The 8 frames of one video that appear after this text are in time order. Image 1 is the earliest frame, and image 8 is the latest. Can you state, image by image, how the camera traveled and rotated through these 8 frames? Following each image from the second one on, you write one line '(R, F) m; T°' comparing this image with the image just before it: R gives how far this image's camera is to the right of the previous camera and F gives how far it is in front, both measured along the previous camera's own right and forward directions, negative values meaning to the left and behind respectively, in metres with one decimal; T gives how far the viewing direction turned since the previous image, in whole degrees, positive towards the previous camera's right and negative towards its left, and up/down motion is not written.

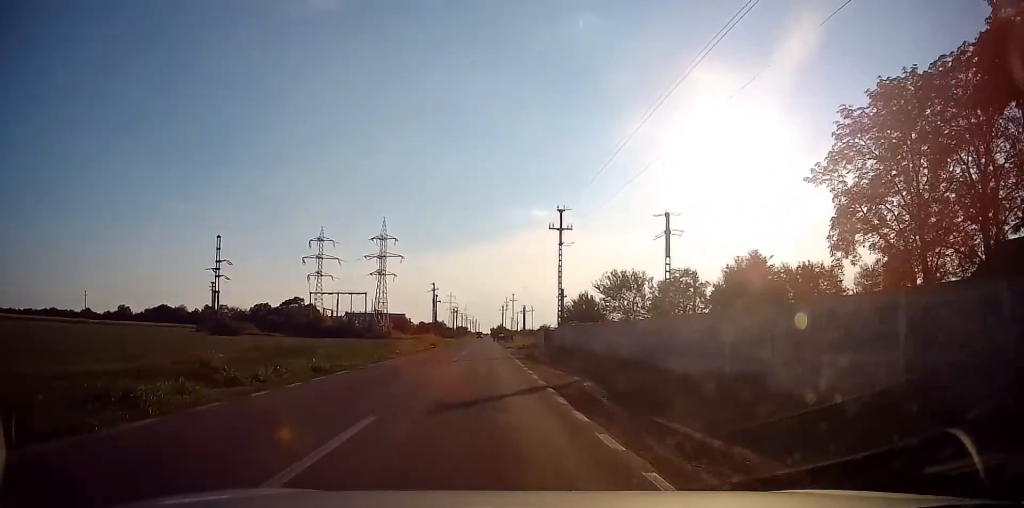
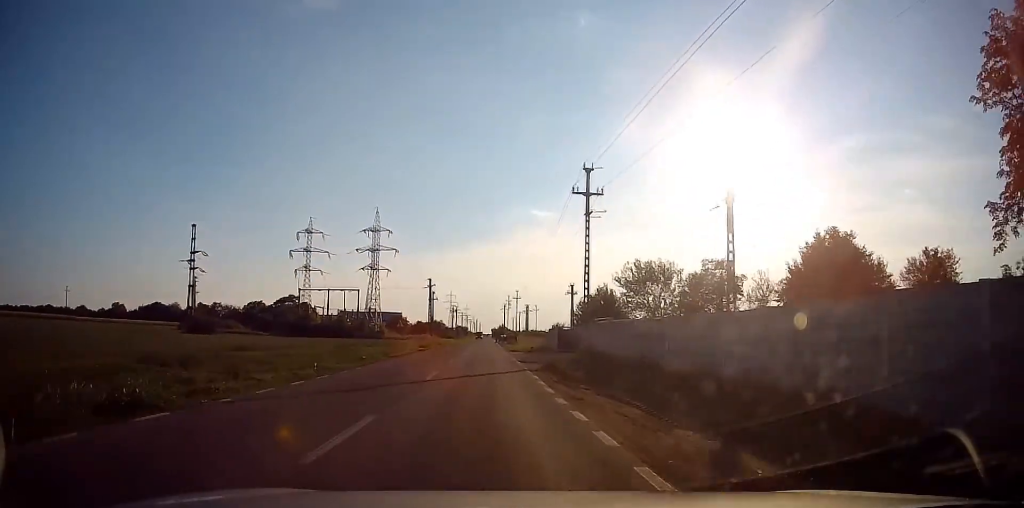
(0.0, +9.5) m; +1°
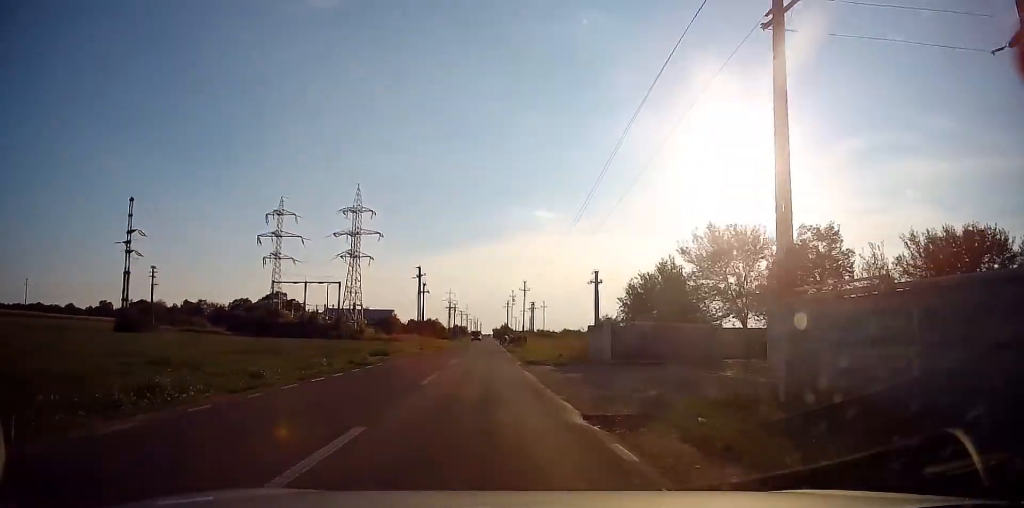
(+0.4, +18.7) m; 0°
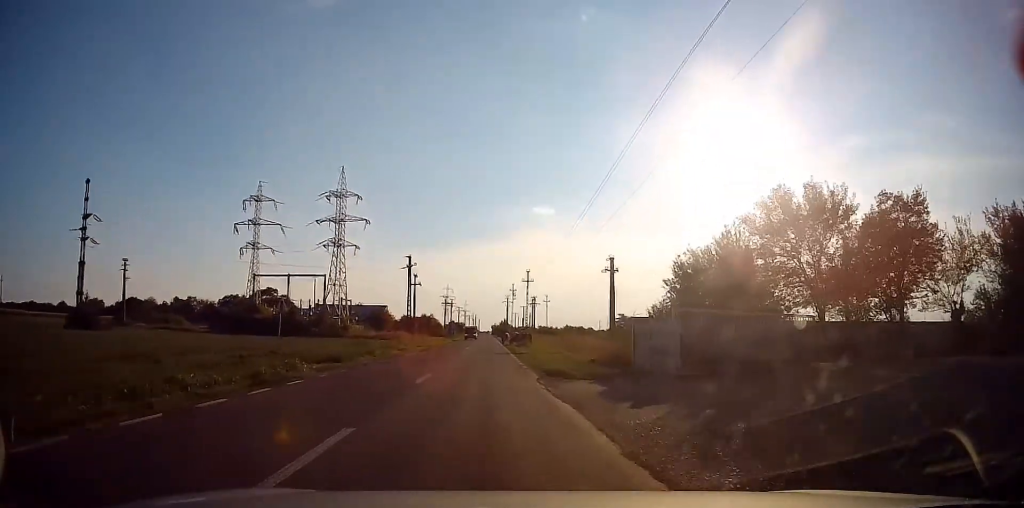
(-0.3, +9.7) m; -1°
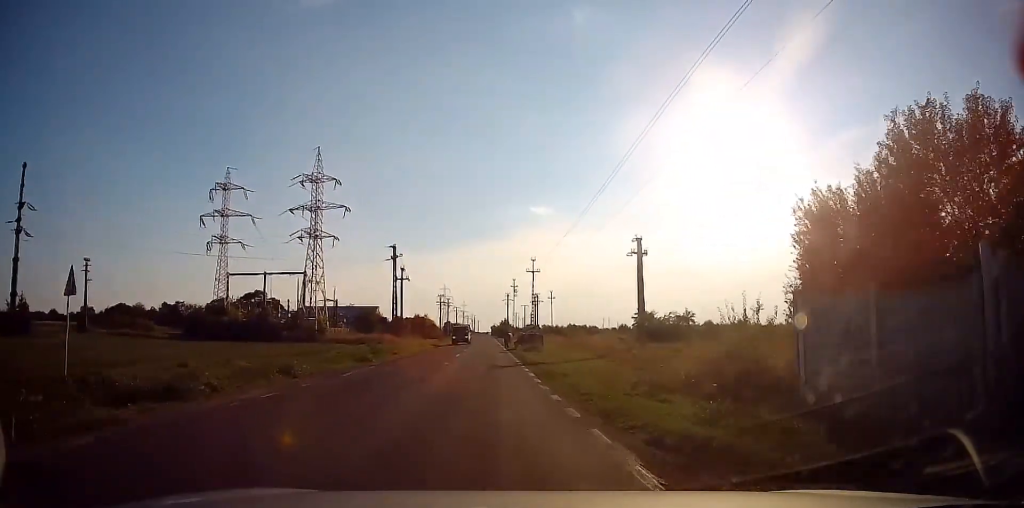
(-0.1, +11.8) m; 0°
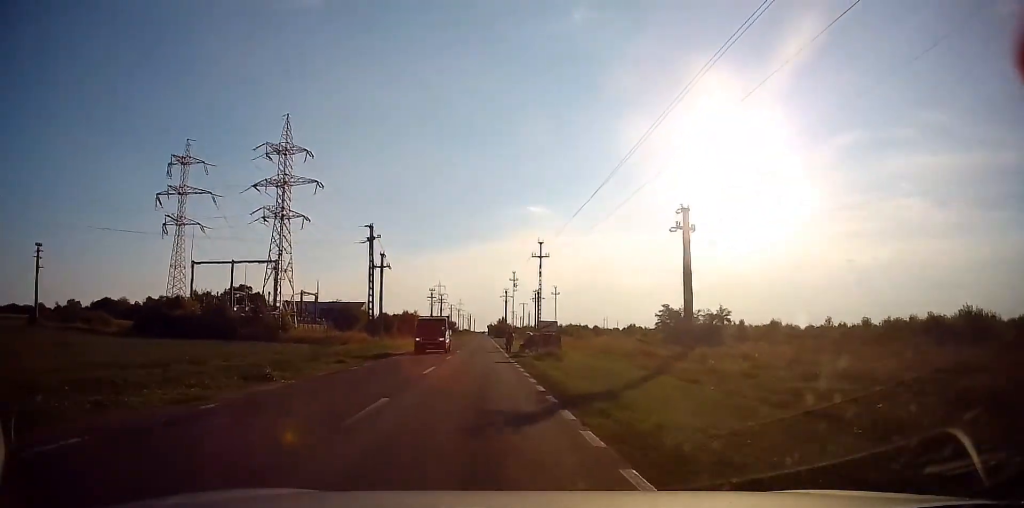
(+0.1, +12.2) m; +1°
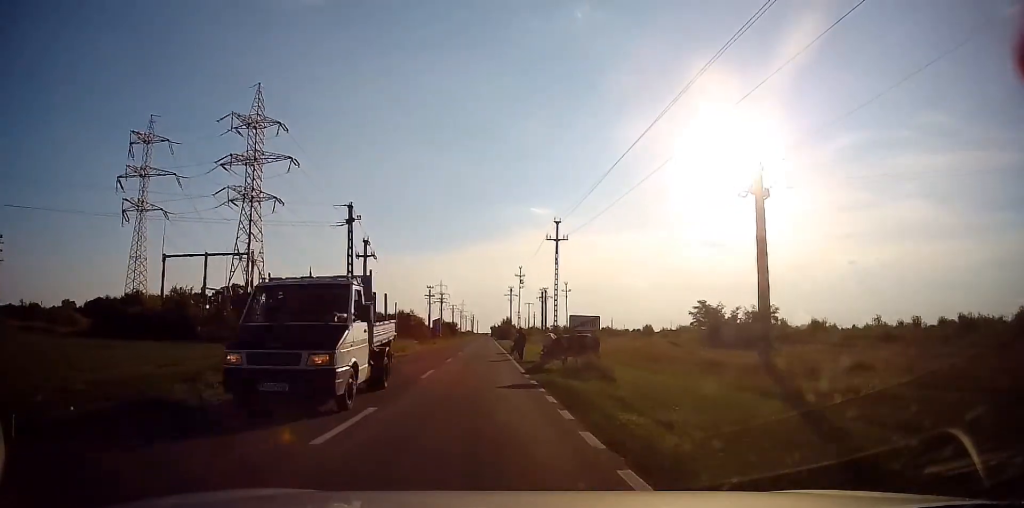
(+0.2, +10.2) m; 0°
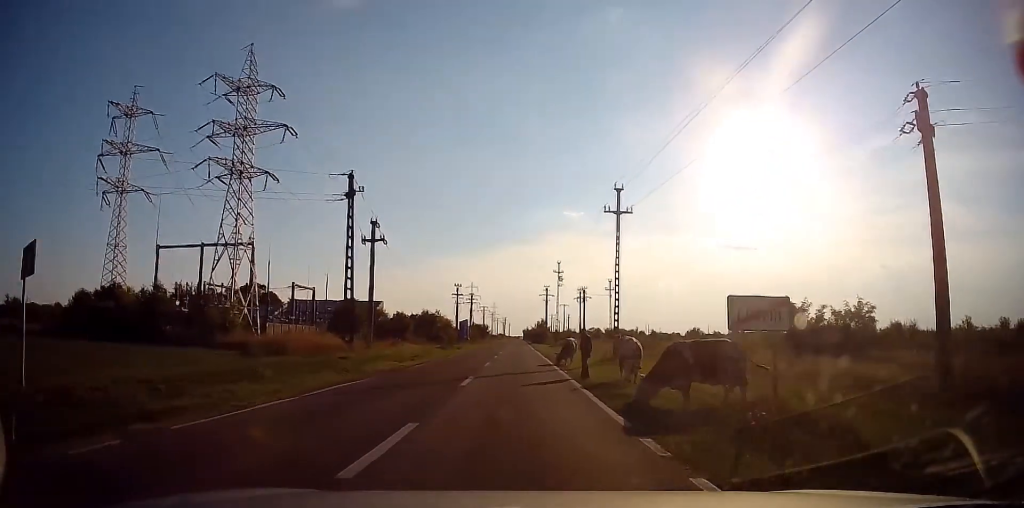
(-0.1, +10.3) m; -2°
